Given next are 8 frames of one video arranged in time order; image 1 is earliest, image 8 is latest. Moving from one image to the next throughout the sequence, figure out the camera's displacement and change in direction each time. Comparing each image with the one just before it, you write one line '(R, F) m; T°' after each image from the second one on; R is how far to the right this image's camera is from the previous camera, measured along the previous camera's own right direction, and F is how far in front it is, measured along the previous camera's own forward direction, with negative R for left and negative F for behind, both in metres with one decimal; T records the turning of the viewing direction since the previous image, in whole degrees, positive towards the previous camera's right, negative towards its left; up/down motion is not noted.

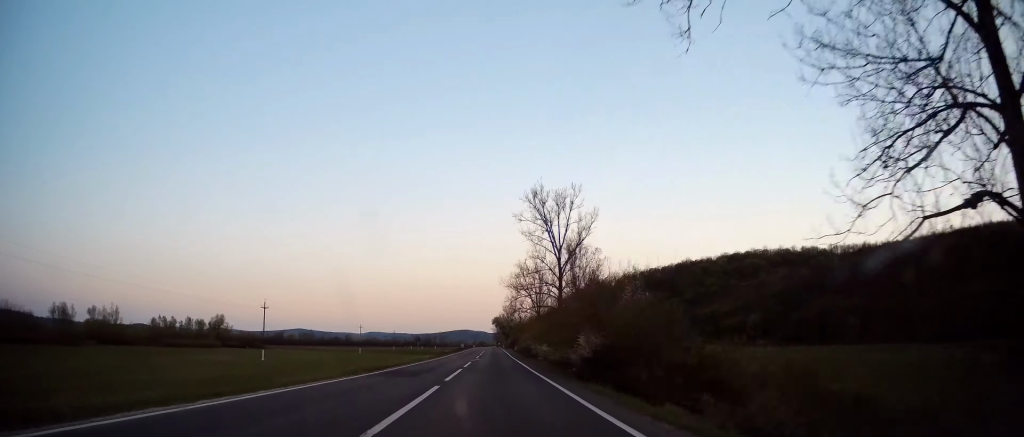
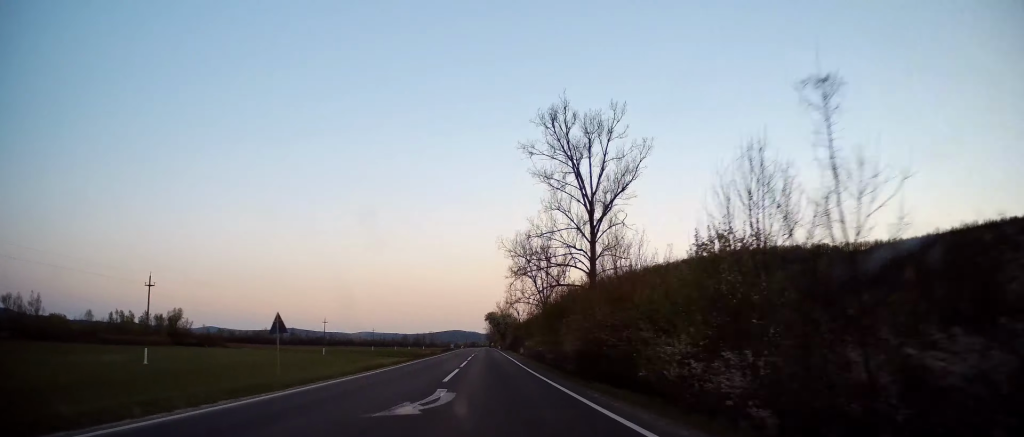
(+1.0, +33.9) m; +2°
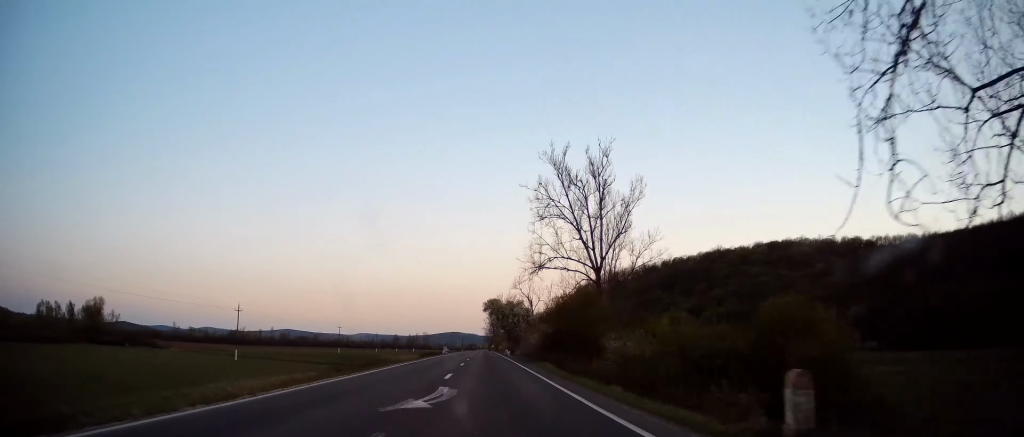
(+0.4, +55.5) m; +1°
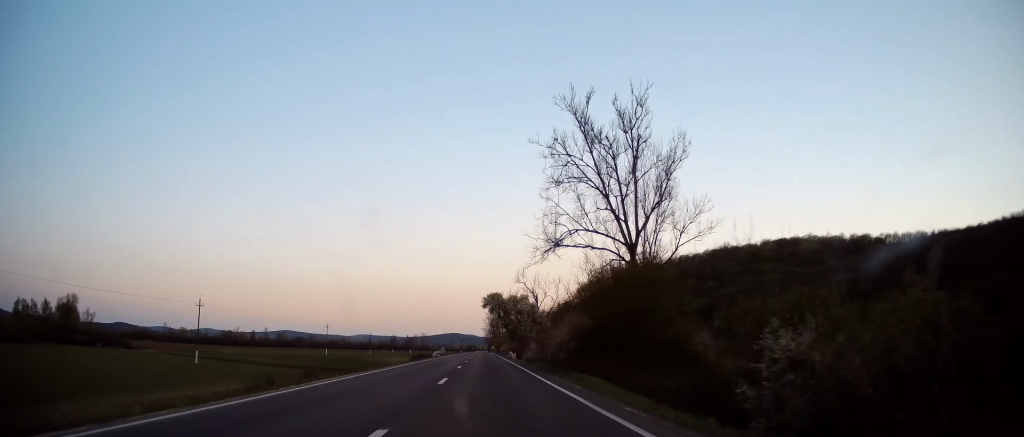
(0.0, +14.7) m; 0°
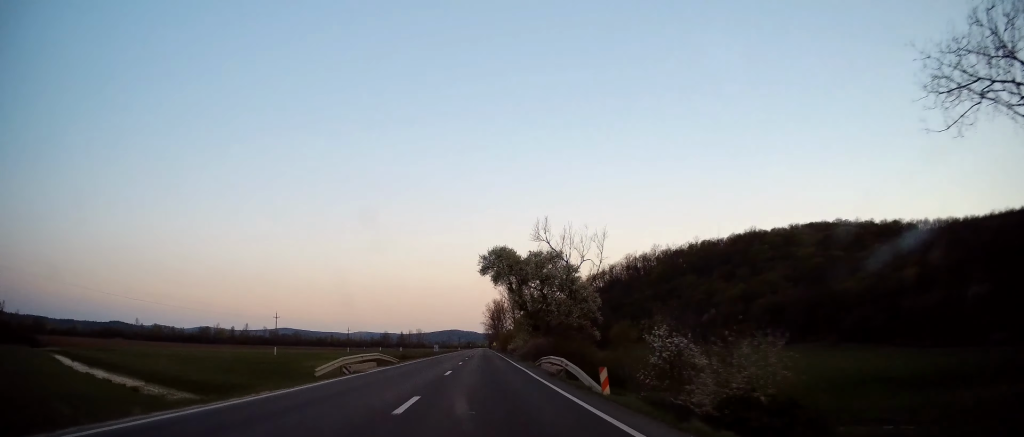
(-0.2, +44.5) m; -1°
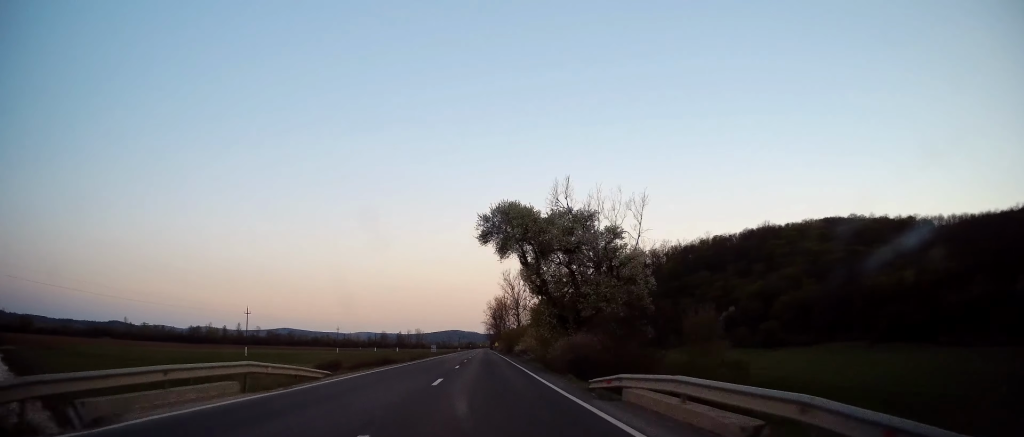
(0.0, +18.0) m; 0°
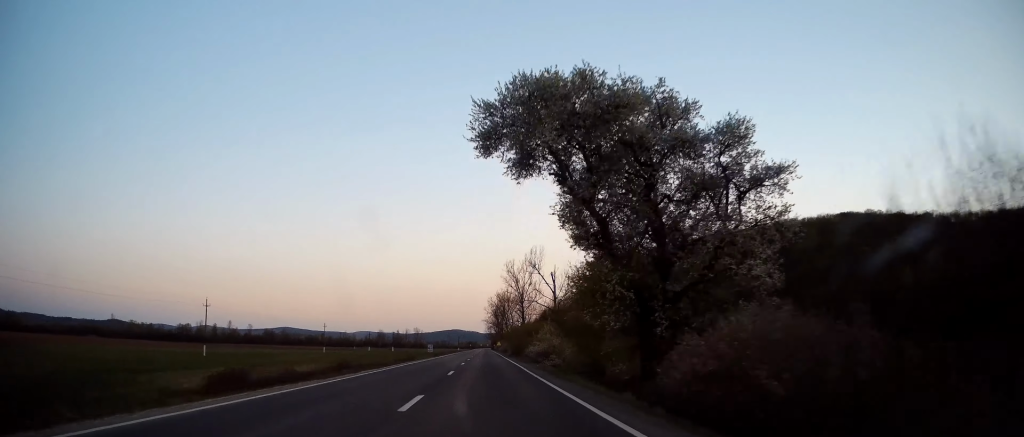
(0.0, +19.0) m; 0°
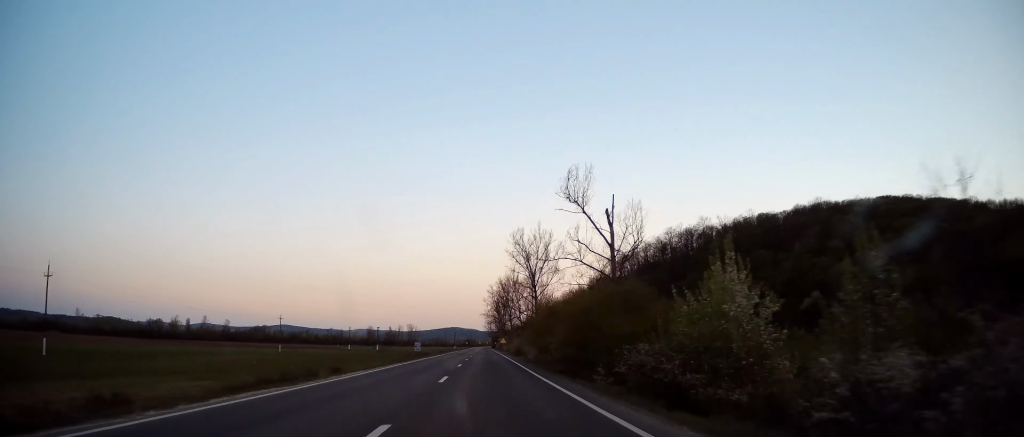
(0.0, +41.9) m; 0°
